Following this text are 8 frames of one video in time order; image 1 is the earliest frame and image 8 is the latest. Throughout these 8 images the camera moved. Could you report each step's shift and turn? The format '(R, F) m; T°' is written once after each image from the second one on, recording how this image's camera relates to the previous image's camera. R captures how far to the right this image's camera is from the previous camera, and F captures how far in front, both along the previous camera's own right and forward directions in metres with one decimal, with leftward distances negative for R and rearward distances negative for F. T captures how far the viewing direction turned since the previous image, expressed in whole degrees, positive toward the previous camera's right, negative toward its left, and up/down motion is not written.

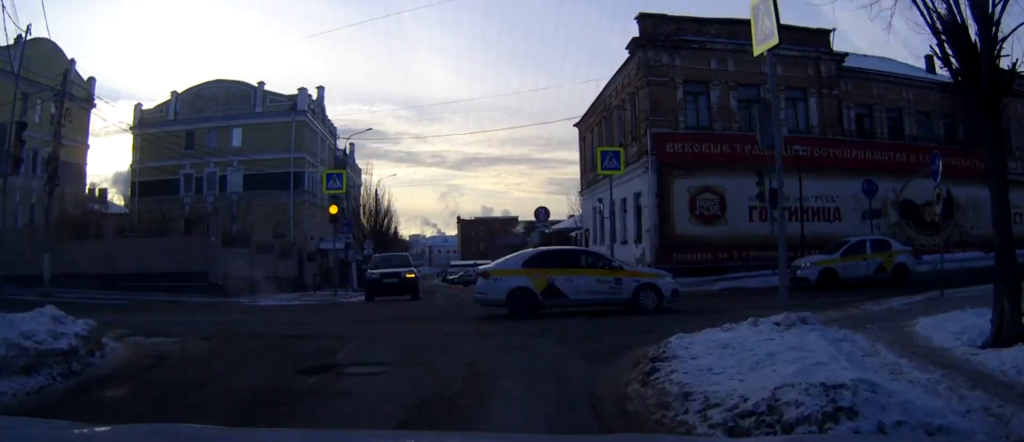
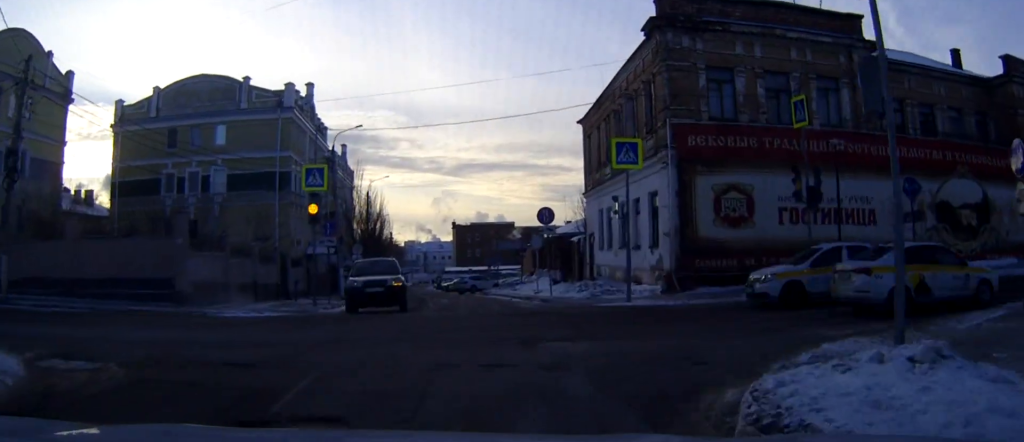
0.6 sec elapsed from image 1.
(0.0, +4.2) m; +1°
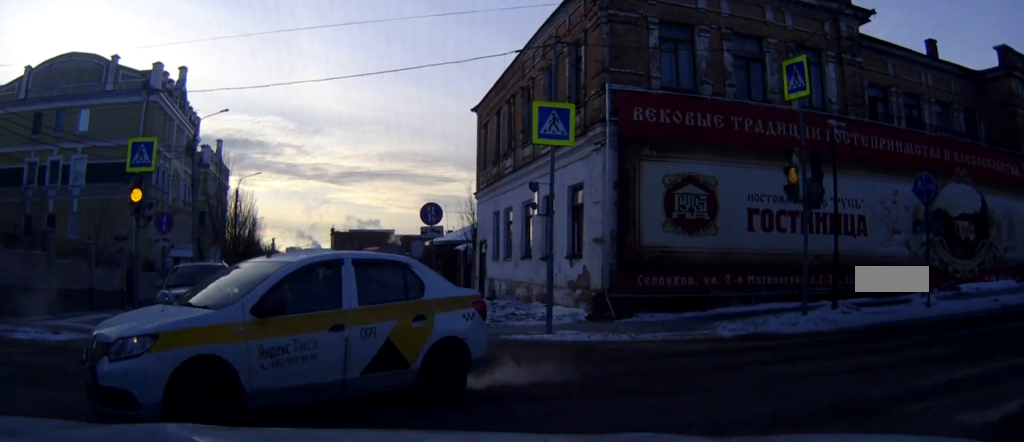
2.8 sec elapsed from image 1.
(+1.1, +10.4) m; +18°
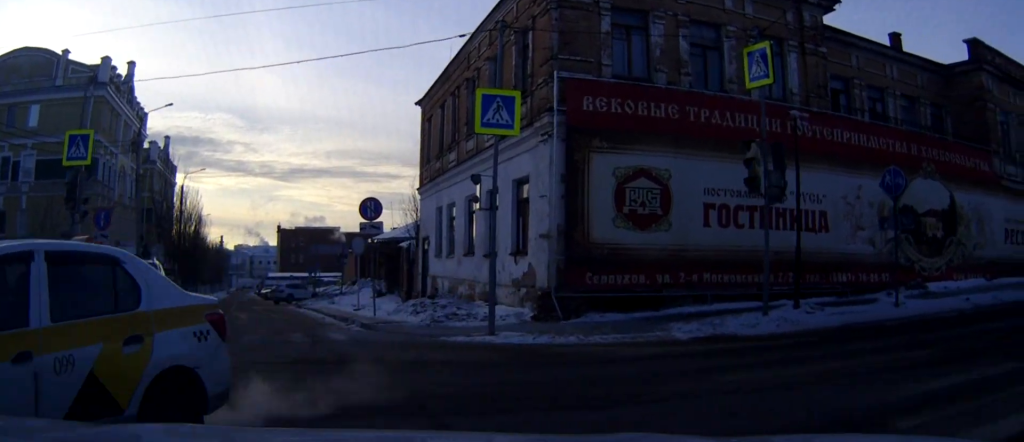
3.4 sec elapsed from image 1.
(-0.1, +1.7) m; +8°
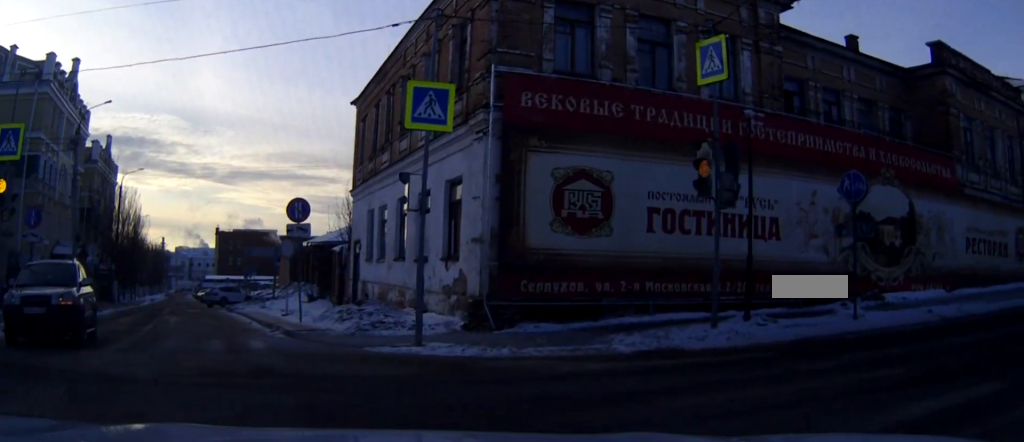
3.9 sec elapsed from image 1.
(+0.2, +0.9) m; +12°
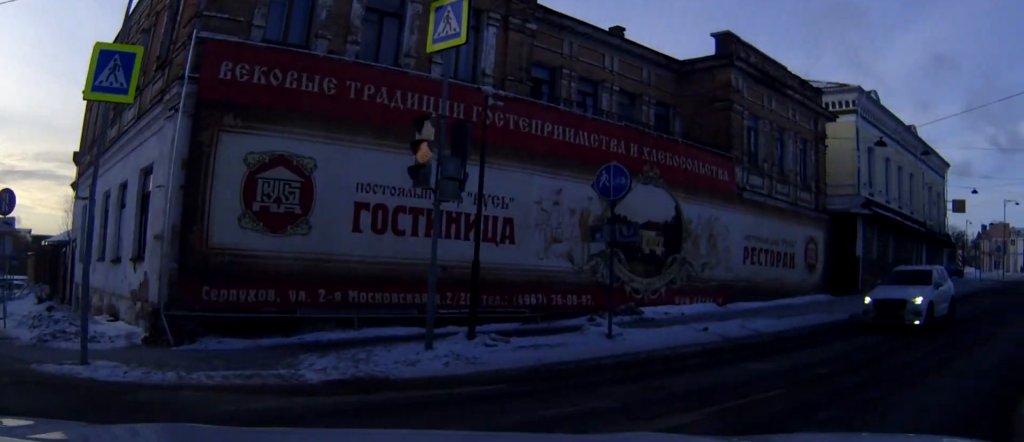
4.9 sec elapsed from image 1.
(+0.4, +1.8) m; +19°
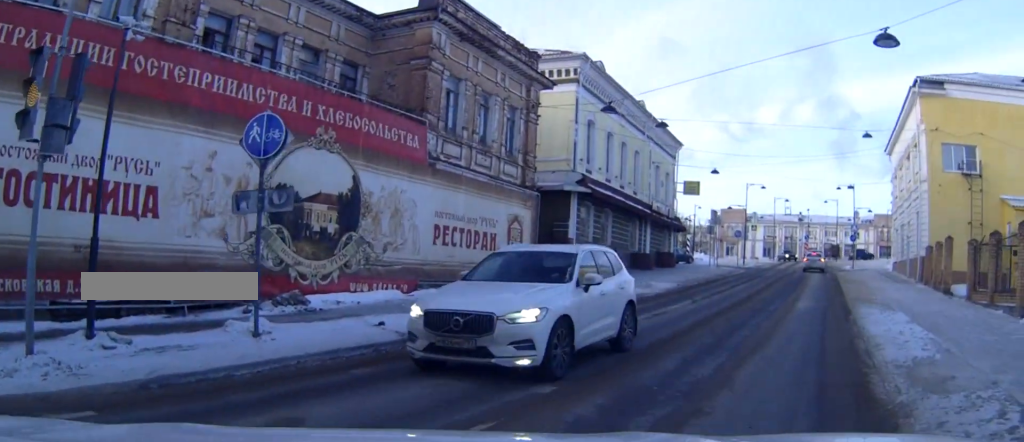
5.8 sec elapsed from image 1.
(+0.2, +1.9) m; +11°
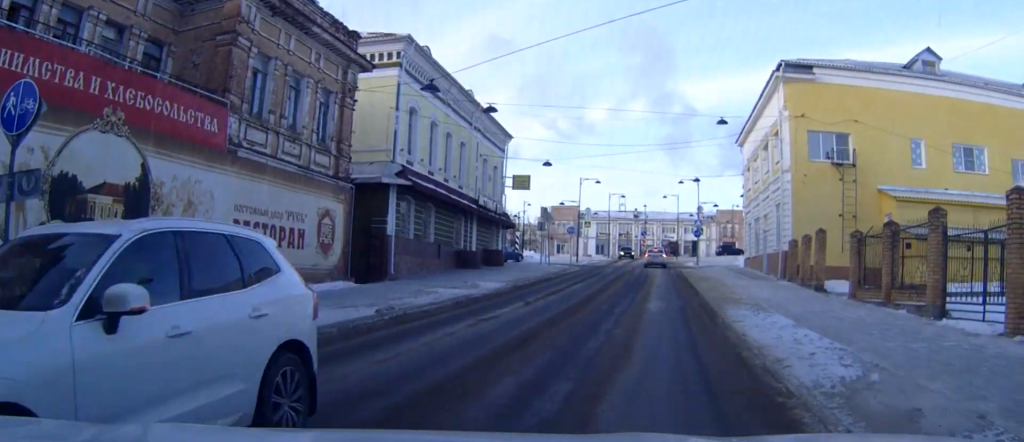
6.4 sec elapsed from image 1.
(0.0, +1.7) m; +7°
